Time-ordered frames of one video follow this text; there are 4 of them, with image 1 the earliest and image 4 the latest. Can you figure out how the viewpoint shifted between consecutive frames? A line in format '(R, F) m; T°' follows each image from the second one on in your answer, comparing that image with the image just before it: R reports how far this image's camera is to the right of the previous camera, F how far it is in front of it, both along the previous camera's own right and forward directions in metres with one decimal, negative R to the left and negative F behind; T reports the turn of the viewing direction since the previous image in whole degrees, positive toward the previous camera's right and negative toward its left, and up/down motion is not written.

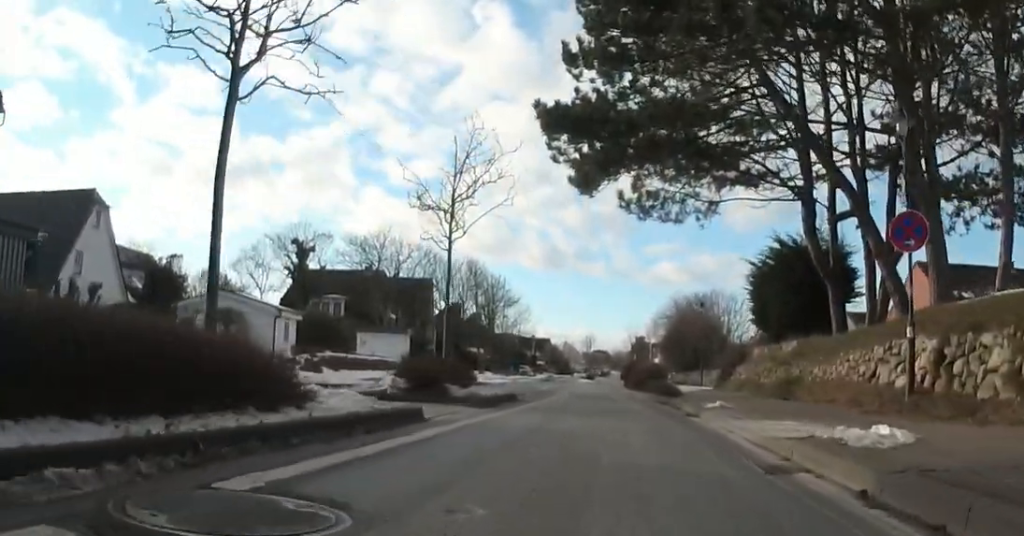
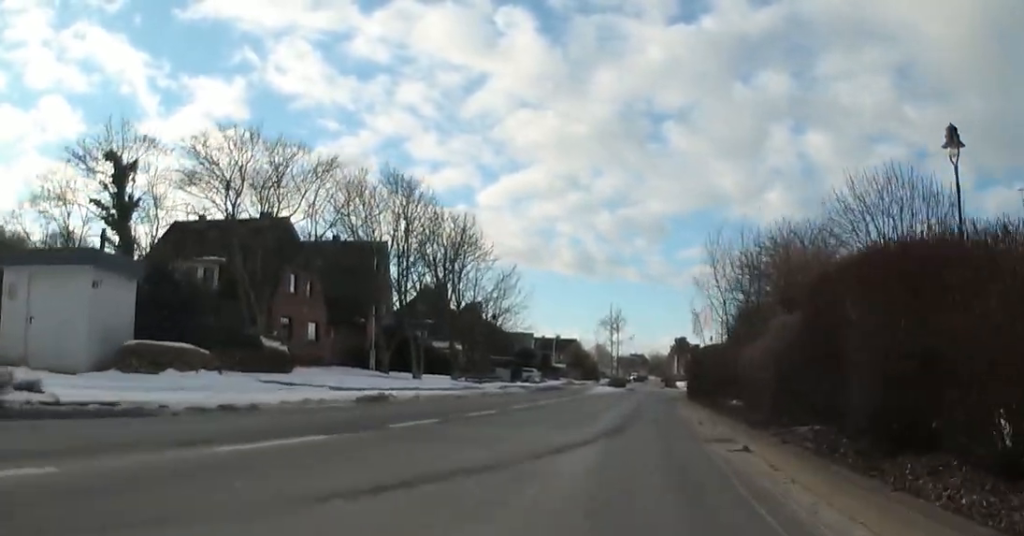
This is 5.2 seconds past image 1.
(+1.9, +30.7) m; 0°
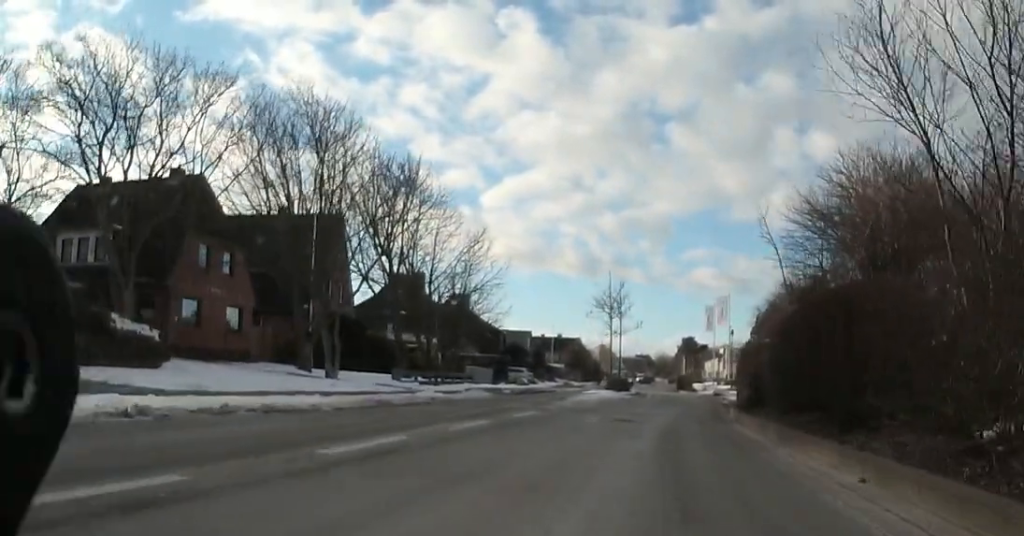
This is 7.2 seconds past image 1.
(-0.6, +11.6) m; +4°
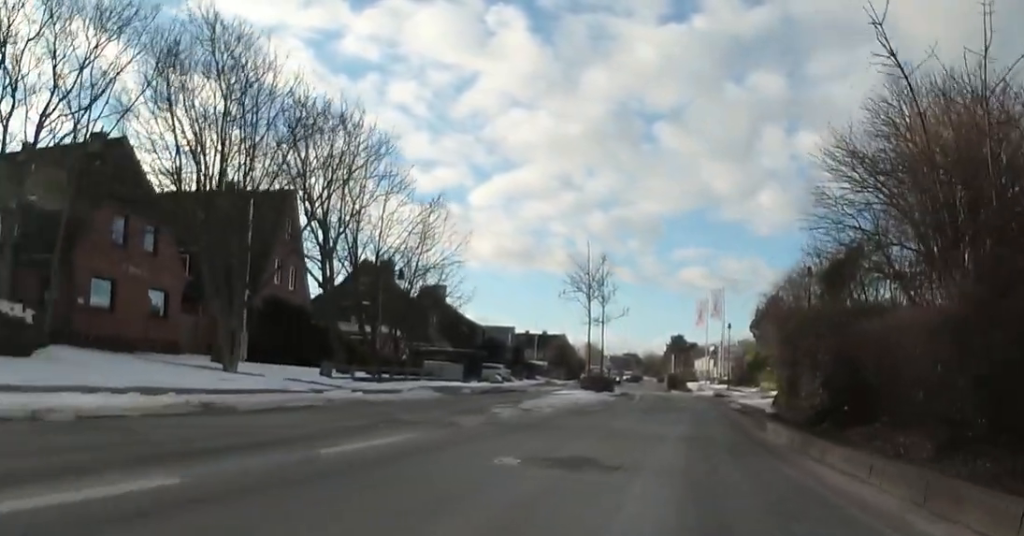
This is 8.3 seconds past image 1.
(+0.8, +6.3) m; +6°
